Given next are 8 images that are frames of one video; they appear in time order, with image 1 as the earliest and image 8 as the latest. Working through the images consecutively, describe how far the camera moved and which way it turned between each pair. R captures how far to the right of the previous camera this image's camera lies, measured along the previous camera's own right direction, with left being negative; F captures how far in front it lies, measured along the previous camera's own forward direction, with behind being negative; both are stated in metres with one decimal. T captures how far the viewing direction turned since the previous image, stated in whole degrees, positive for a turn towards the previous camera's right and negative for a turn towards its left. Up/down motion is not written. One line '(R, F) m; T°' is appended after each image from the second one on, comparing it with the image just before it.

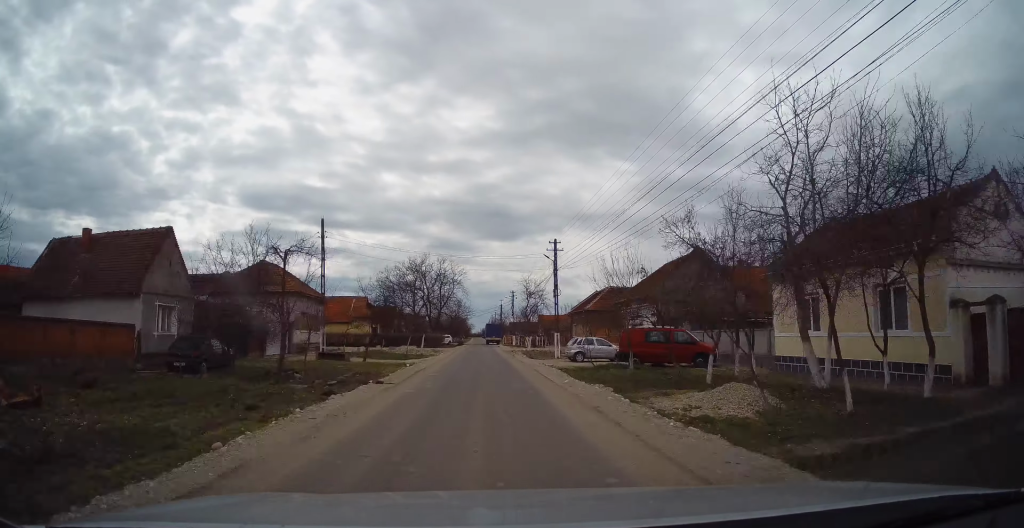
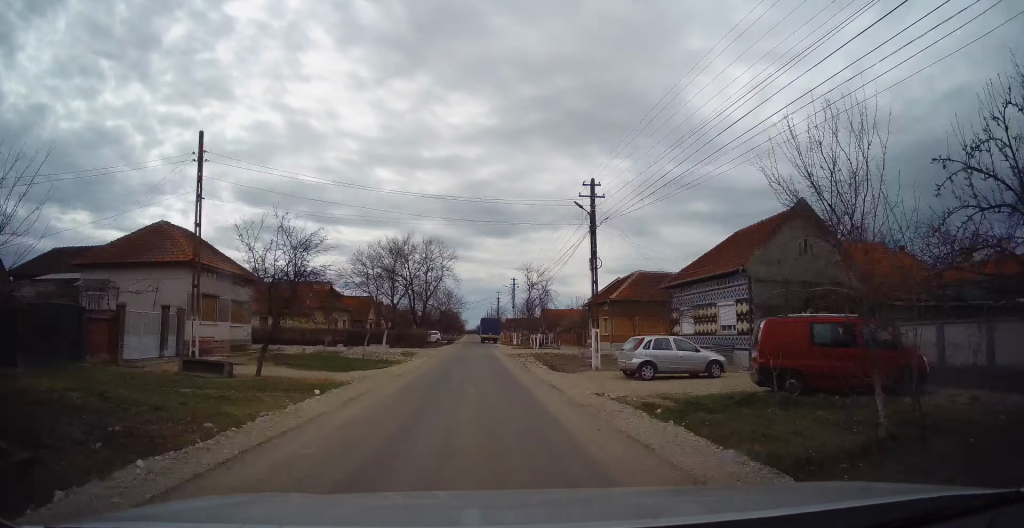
(0.0, +13.4) m; 0°
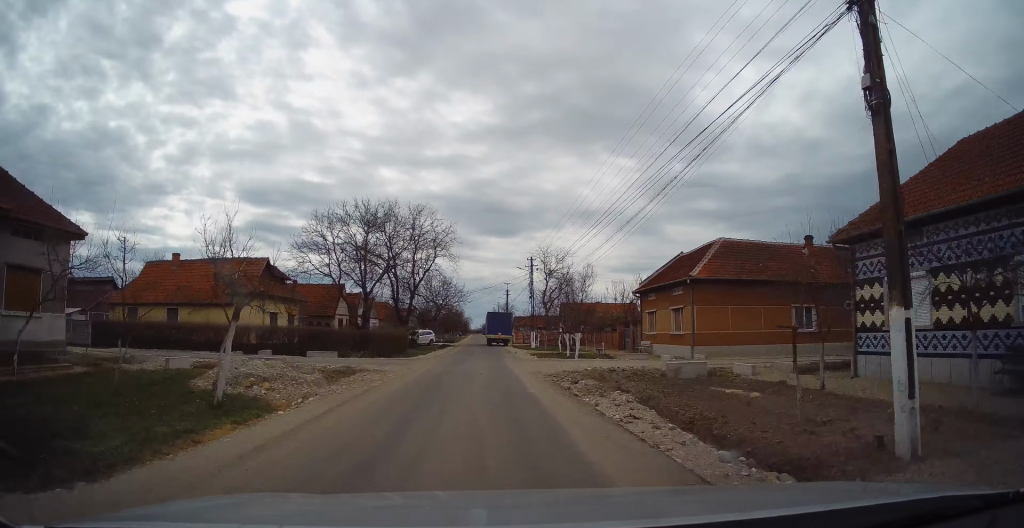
(0.0, +16.9) m; -1°
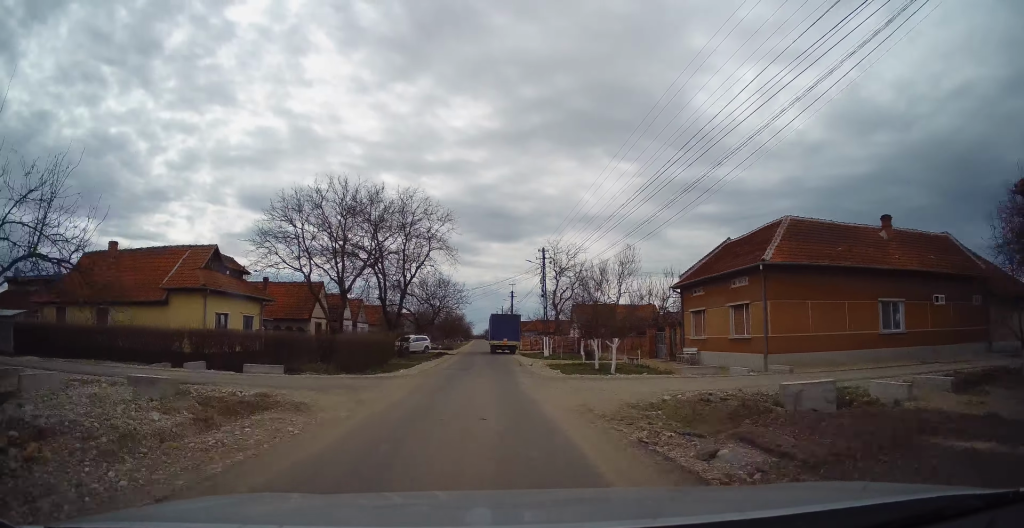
(-0.1, +7.8) m; 0°
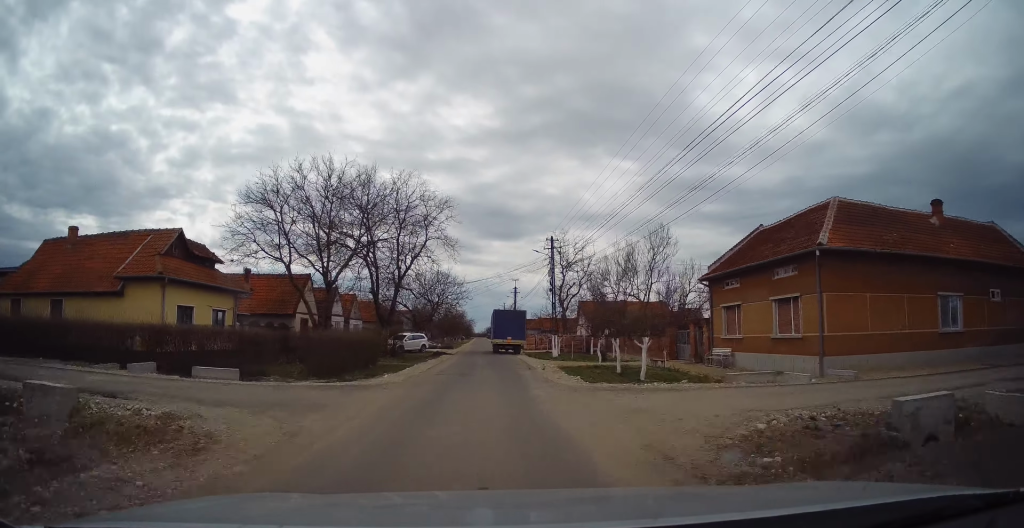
(0.0, +4.1) m; -1°
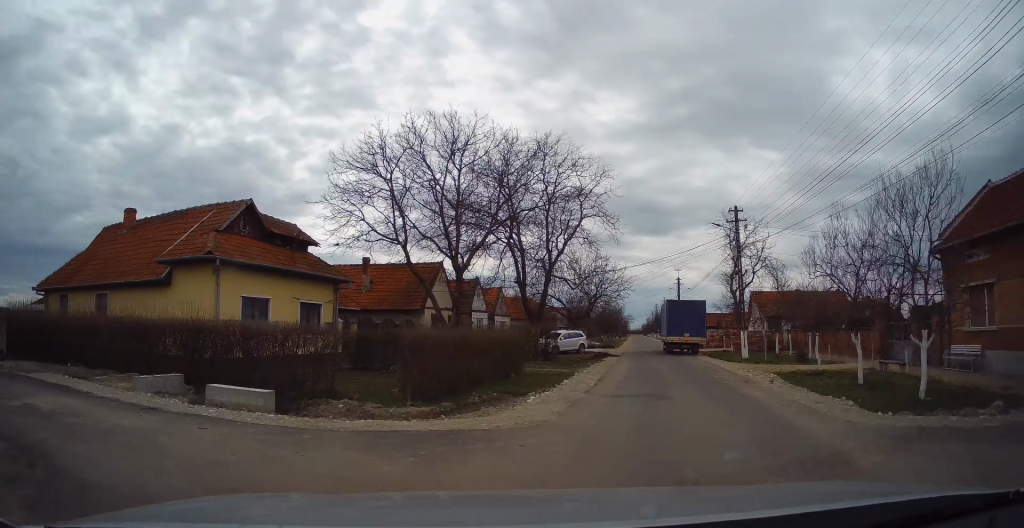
(-0.3, +8.2) m; -16°
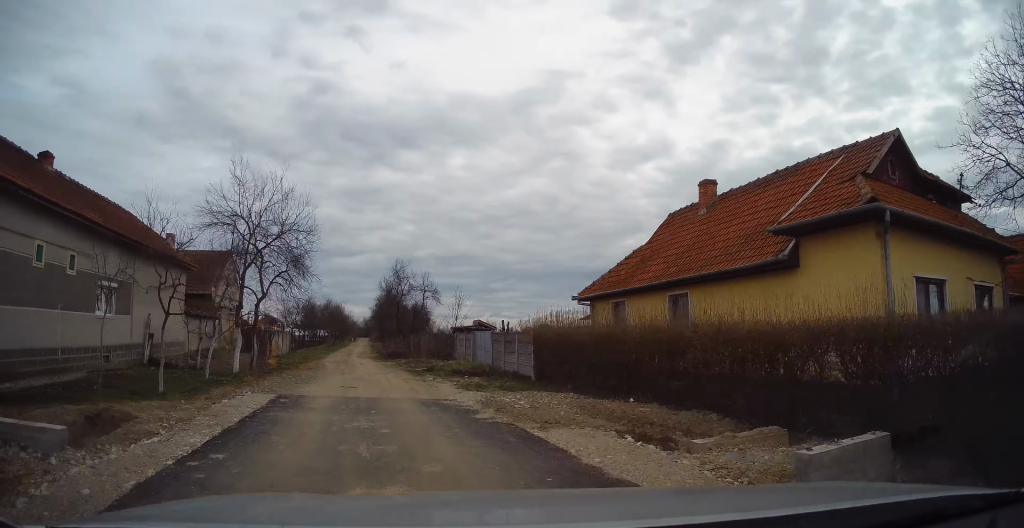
(-4.3, +7.1) m; -62°
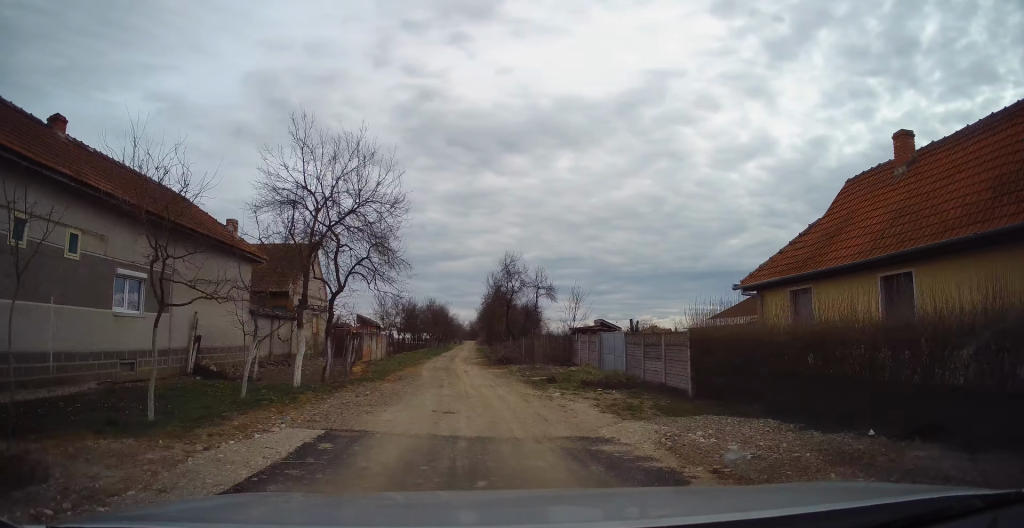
(-0.8, +4.8) m; -8°
